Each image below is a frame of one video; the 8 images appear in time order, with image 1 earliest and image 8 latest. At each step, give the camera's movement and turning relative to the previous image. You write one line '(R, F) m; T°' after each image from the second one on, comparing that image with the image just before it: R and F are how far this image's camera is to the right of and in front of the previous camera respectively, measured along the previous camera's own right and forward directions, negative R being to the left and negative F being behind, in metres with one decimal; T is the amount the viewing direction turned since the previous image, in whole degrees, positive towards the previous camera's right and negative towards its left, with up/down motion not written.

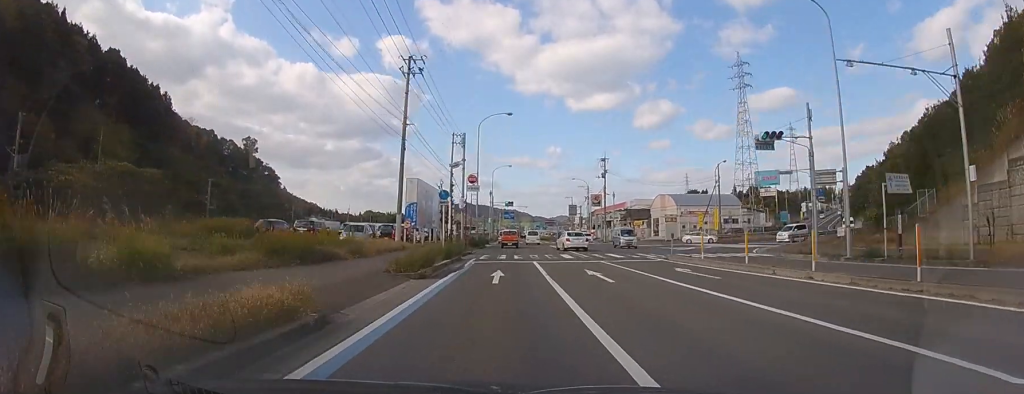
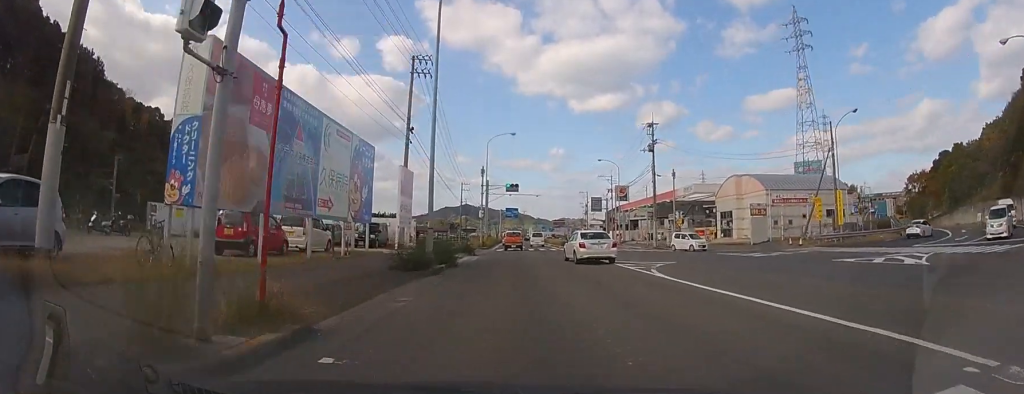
(+0.1, +27.4) m; 0°
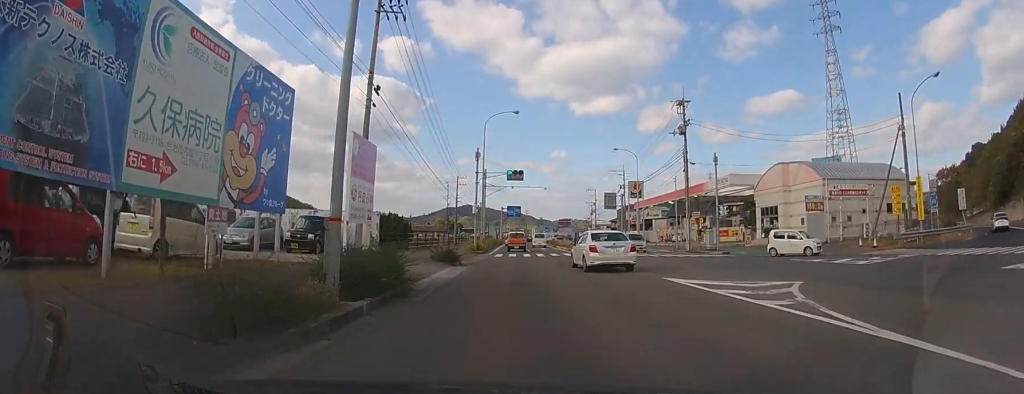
(0.0, +10.6) m; 0°
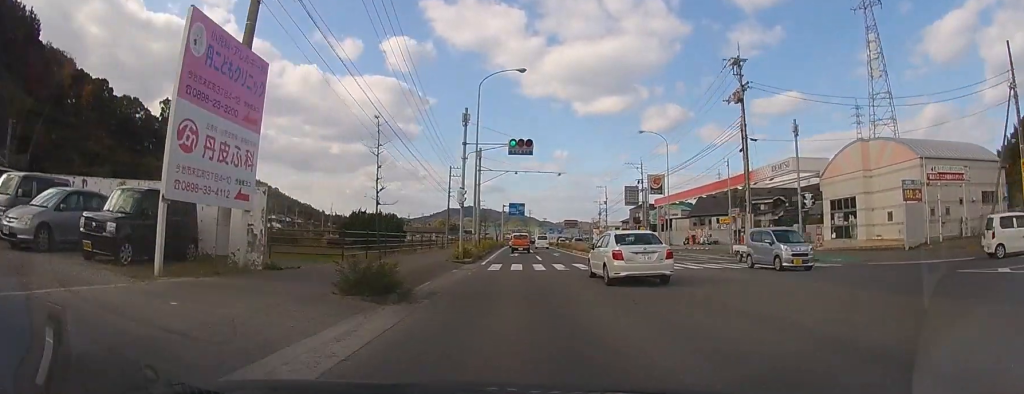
(0.0, +11.8) m; 0°
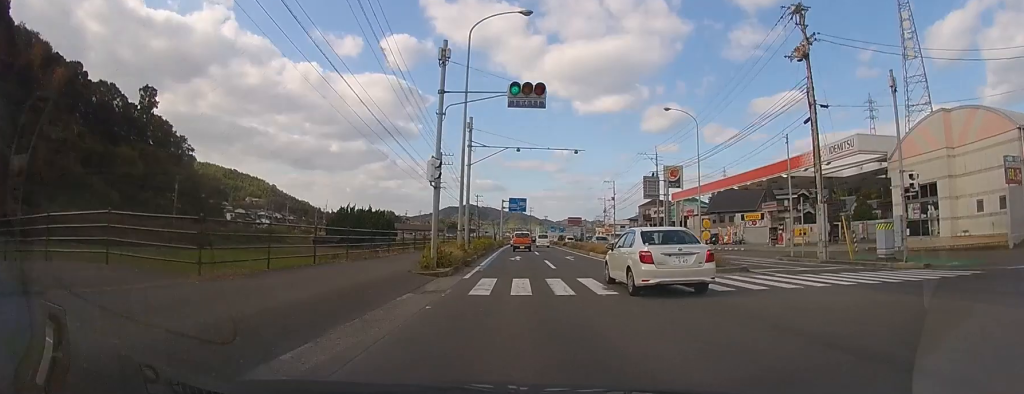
(0.0, +8.9) m; 0°
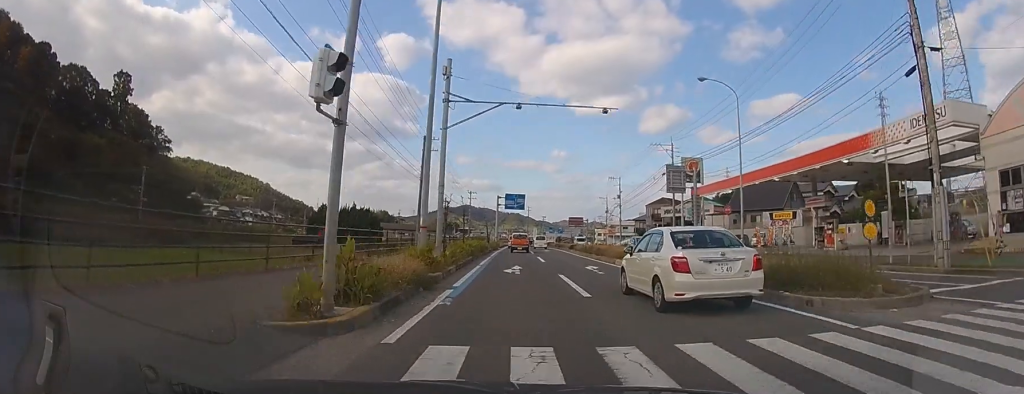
(0.0, +9.2) m; 0°
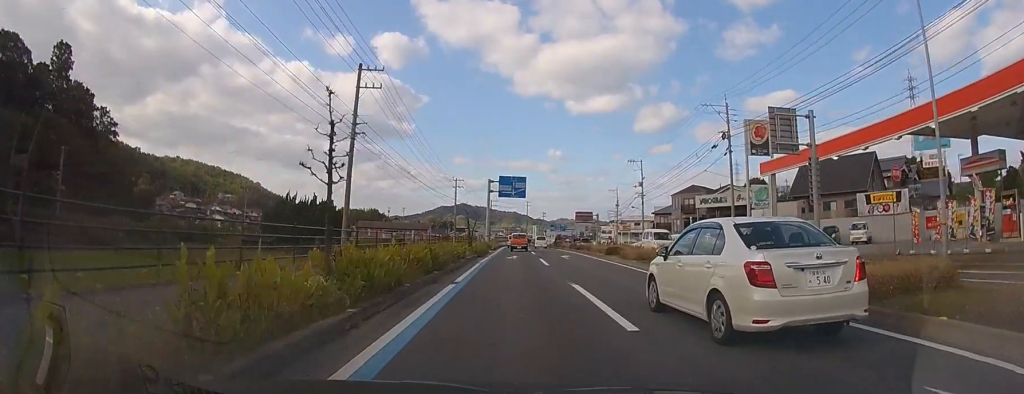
(+0.1, +19.7) m; +1°
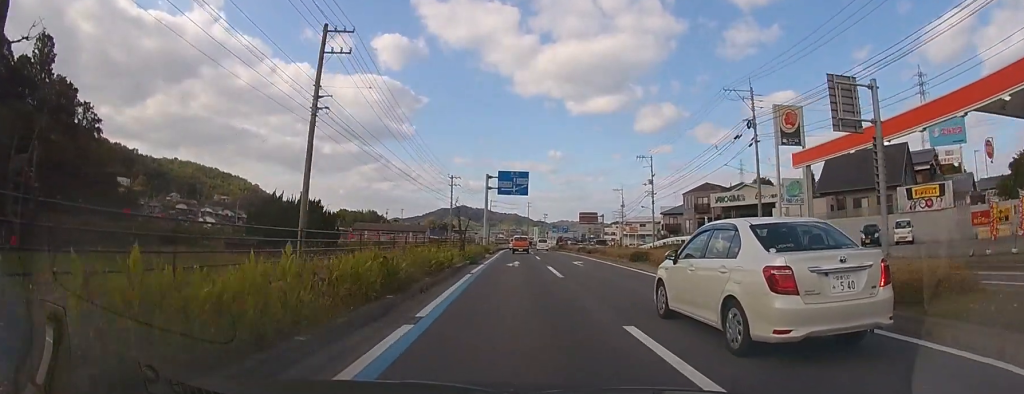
(0.0, +5.5) m; 0°
